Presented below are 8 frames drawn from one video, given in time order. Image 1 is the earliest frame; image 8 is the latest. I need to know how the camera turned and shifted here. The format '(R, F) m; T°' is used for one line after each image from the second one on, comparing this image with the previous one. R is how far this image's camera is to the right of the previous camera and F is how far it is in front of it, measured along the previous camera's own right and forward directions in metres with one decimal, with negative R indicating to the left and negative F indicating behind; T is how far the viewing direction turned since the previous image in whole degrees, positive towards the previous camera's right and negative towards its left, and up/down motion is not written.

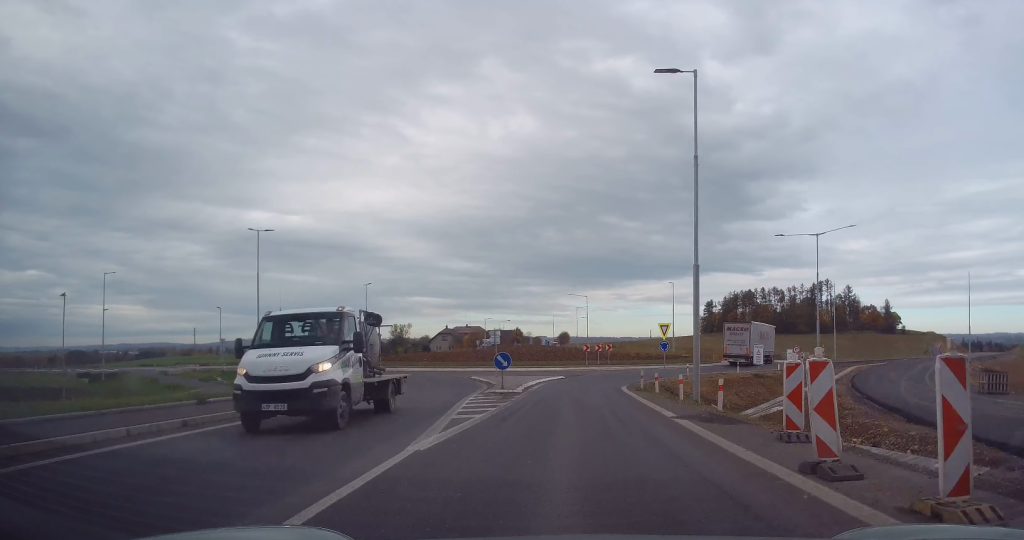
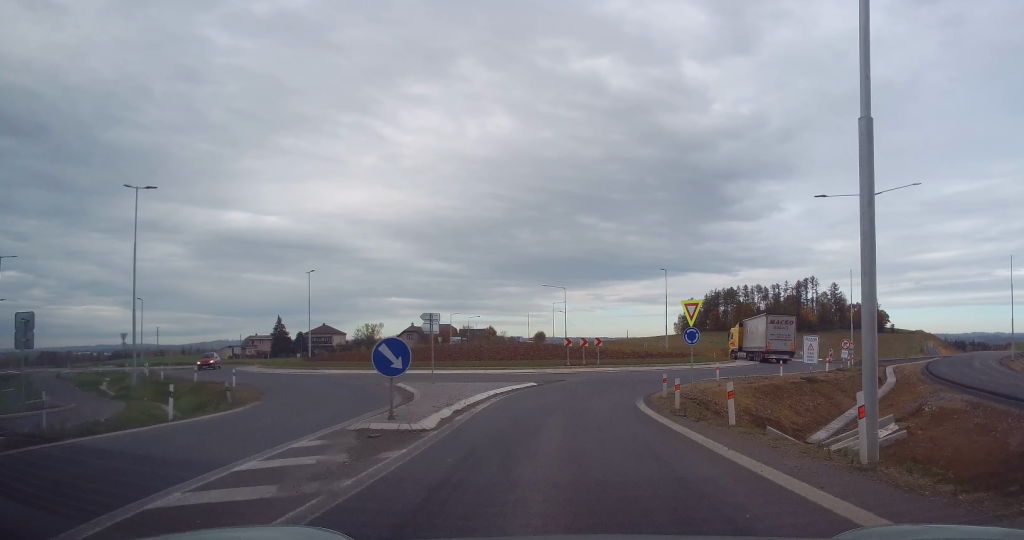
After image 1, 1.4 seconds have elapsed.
(+0.8, +13.7) m; +5°
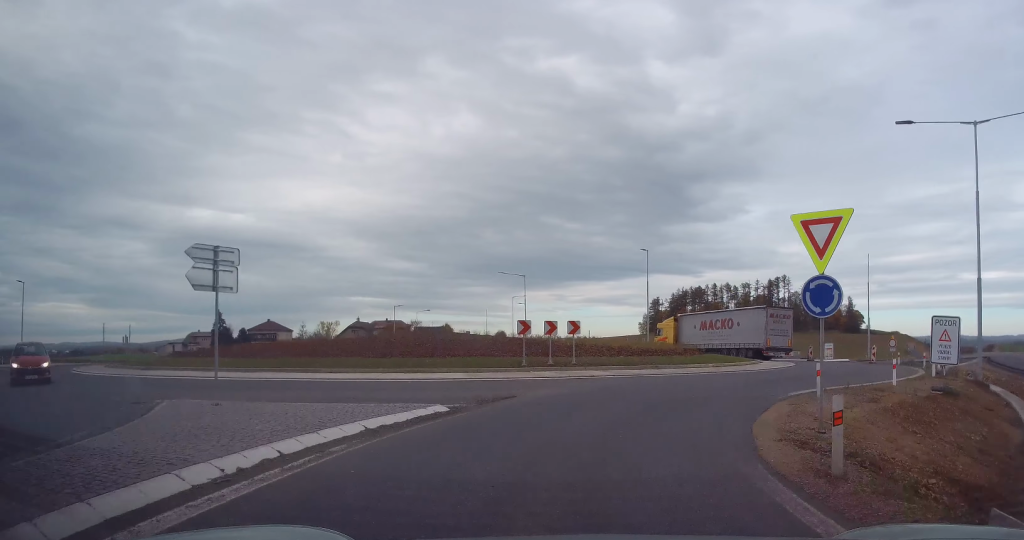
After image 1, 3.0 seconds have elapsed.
(+0.4, +15.0) m; +6°
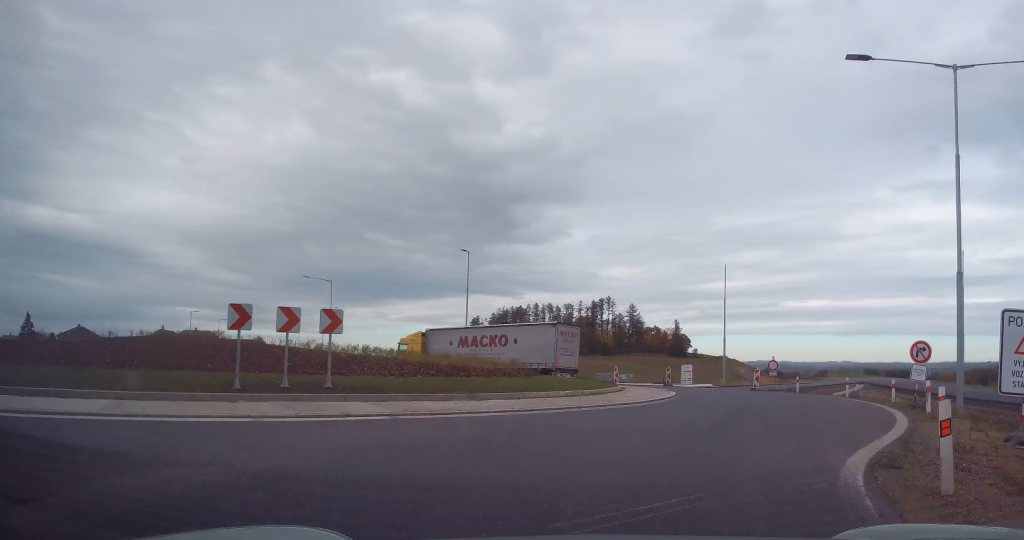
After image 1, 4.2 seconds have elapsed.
(+1.2, +10.3) m; +16°
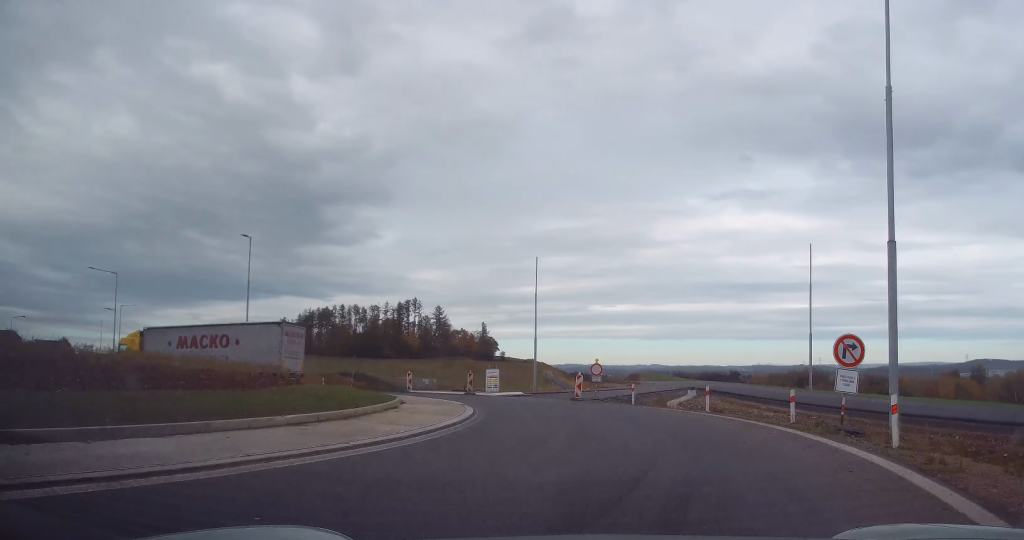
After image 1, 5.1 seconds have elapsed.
(+0.8, +7.2) m; +11°
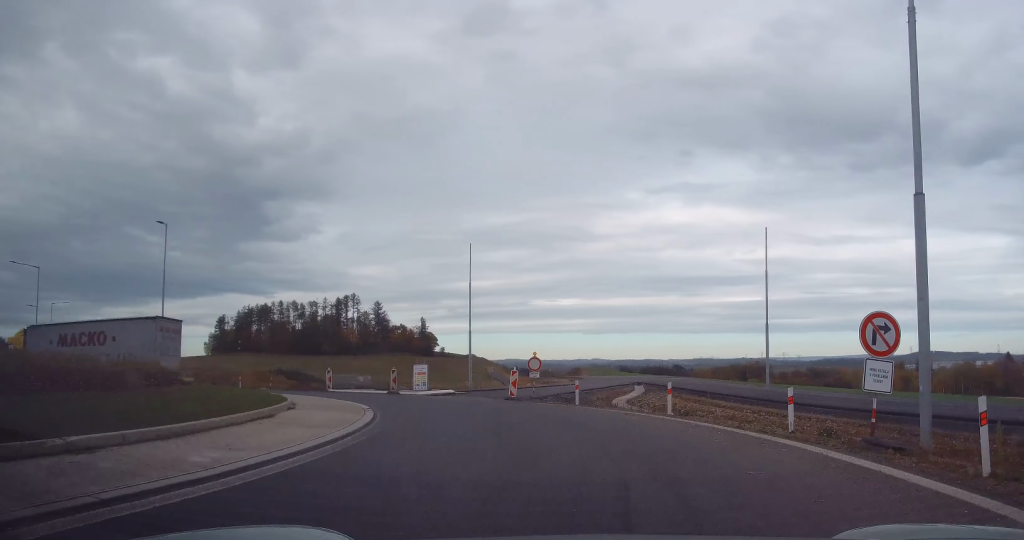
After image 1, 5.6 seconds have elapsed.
(+0.4, +4.1) m; +3°
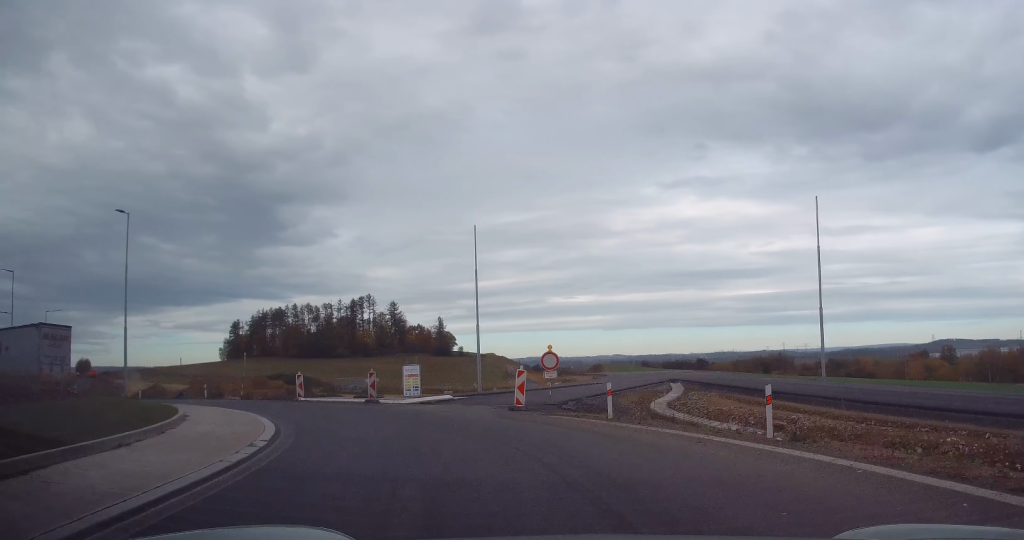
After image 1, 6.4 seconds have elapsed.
(+0.3, +7.0) m; -1°
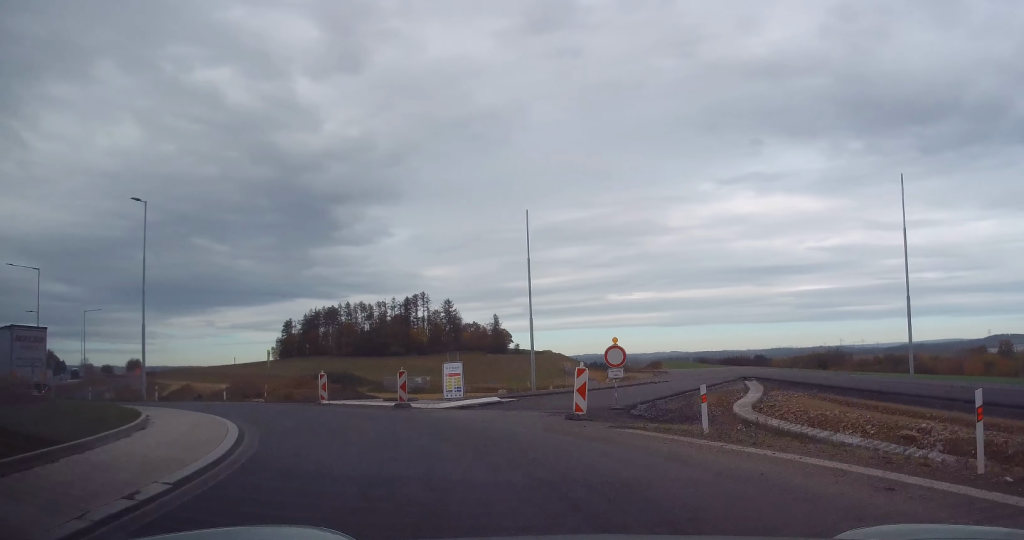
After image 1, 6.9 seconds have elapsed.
(+0.2, +3.9) m; -4°
